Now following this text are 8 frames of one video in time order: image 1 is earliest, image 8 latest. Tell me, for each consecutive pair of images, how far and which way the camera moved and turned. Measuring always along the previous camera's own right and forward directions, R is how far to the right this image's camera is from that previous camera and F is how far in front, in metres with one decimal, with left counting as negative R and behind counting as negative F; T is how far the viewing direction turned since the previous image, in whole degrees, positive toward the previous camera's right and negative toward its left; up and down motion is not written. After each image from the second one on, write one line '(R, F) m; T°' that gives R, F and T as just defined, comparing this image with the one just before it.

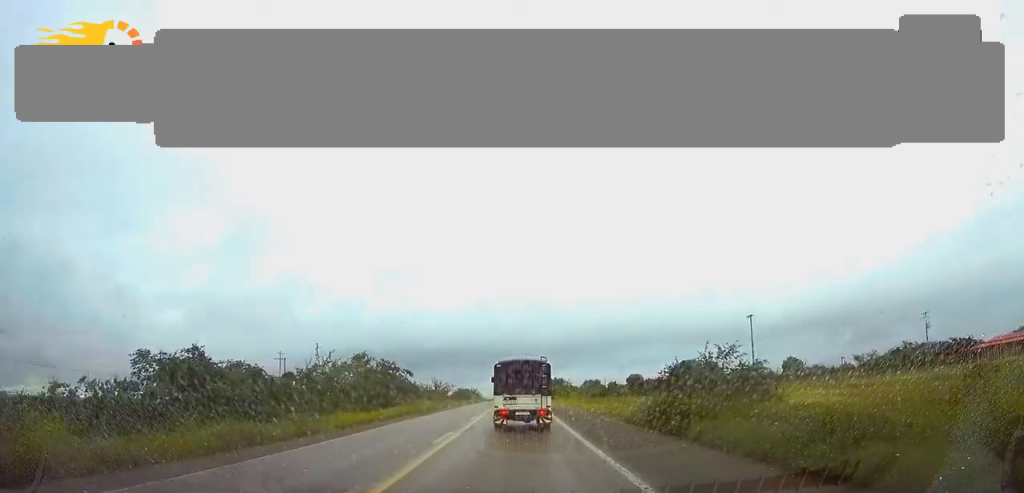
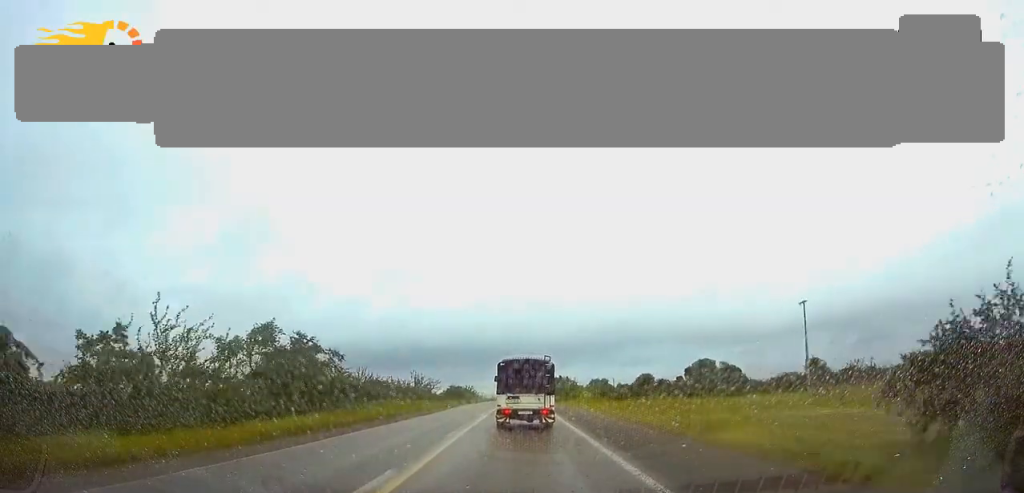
(0.0, +21.8) m; 0°
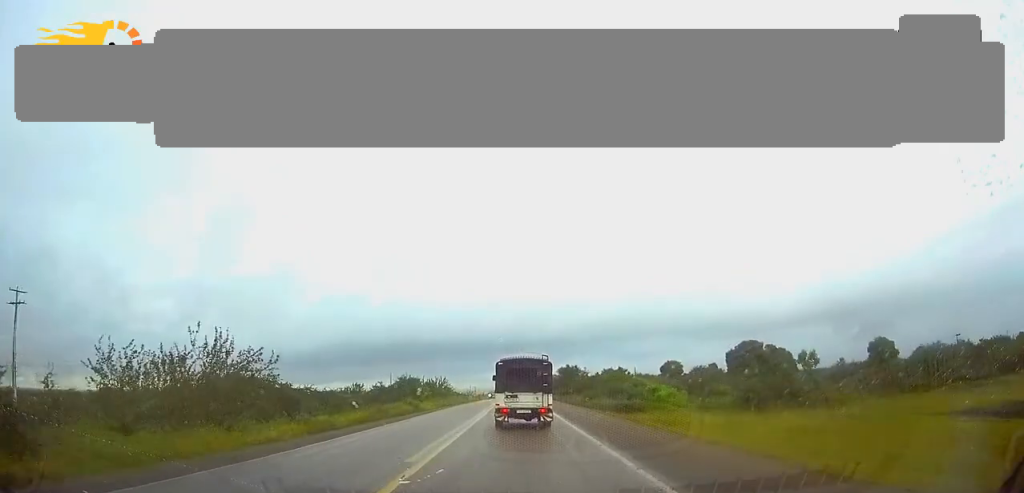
(0.0, +54.5) m; 0°
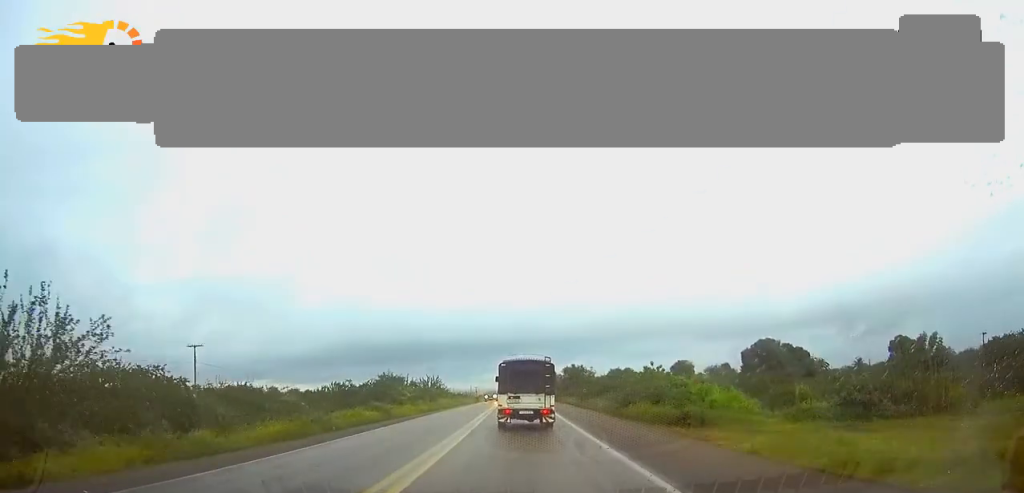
(+0.1, +12.3) m; 0°
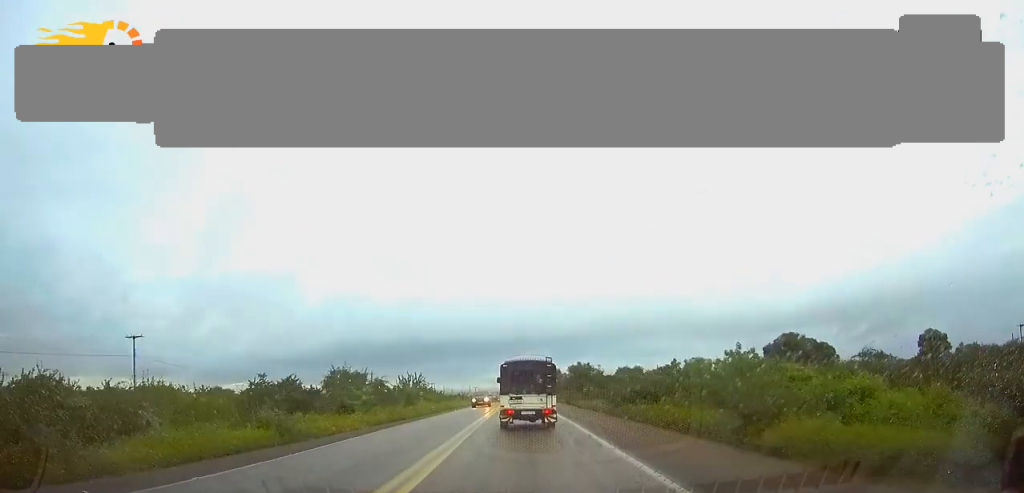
(-0.1, +17.2) m; 0°
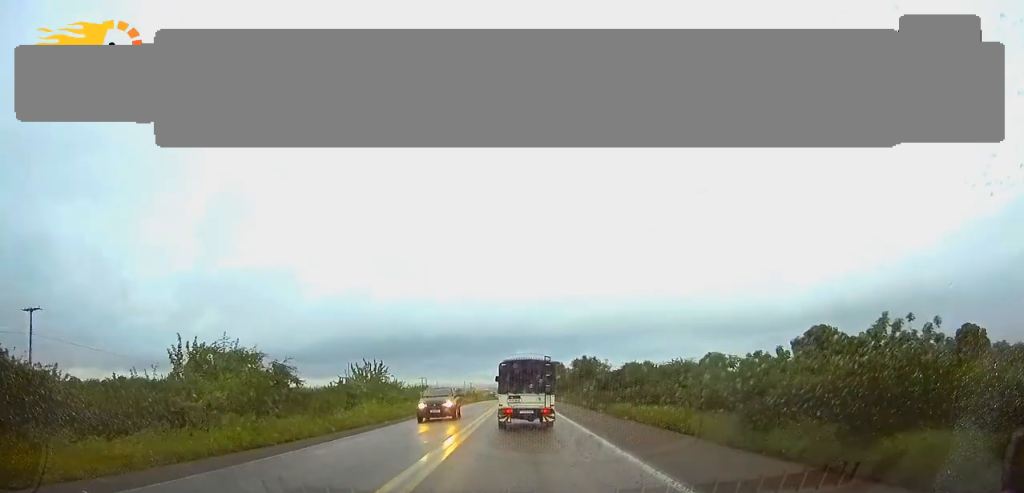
(-0.1, +20.4) m; 0°
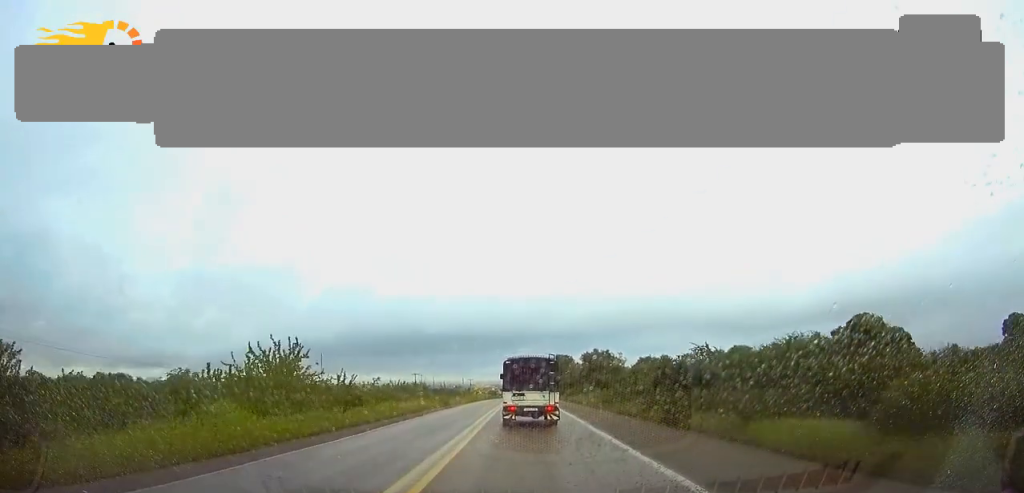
(0.0, +21.0) m; 0°
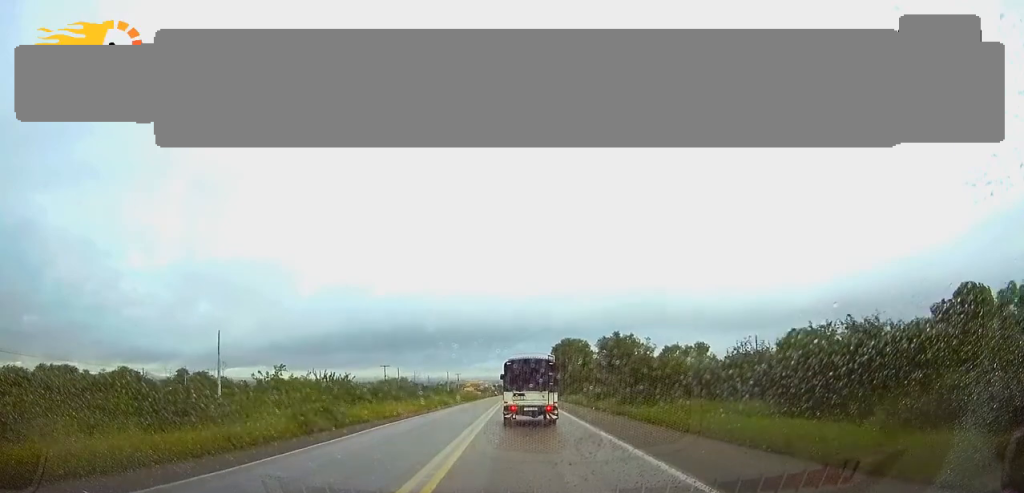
(+0.2, +40.7) m; 0°
